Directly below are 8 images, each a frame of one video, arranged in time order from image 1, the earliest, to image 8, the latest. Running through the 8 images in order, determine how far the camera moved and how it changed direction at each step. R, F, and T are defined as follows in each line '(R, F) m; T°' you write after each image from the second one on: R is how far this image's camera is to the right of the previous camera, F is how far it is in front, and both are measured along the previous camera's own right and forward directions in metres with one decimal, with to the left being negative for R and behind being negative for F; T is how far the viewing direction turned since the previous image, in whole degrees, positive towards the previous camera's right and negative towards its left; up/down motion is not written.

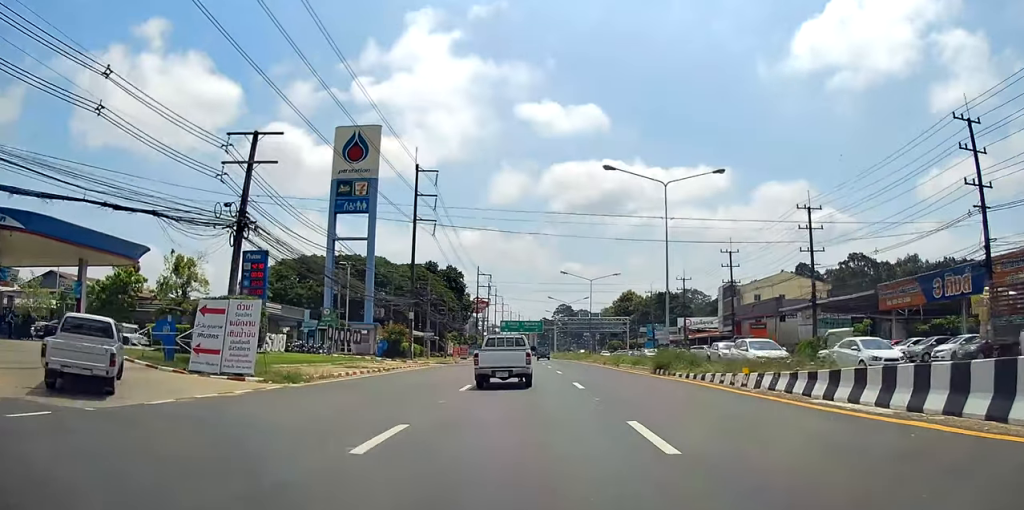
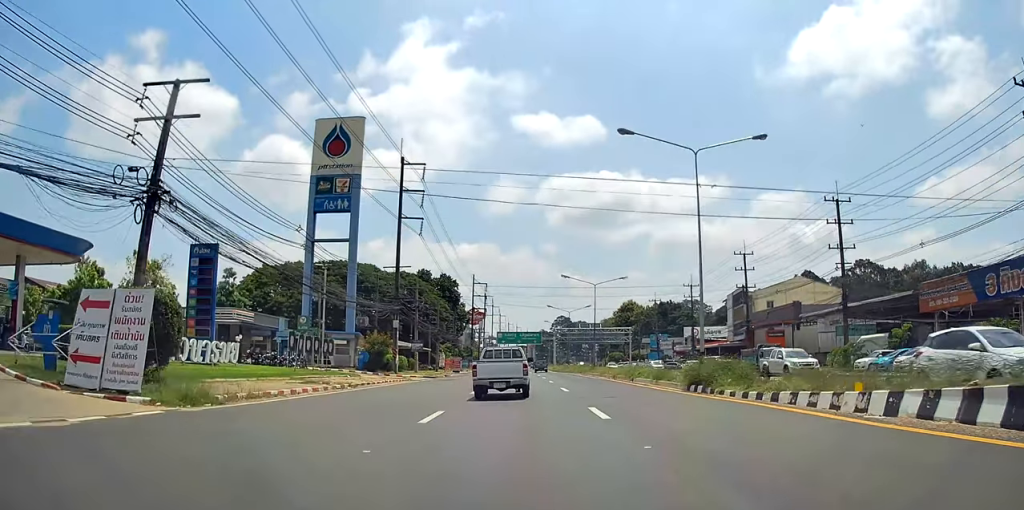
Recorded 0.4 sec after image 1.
(0.0, +6.5) m; 0°
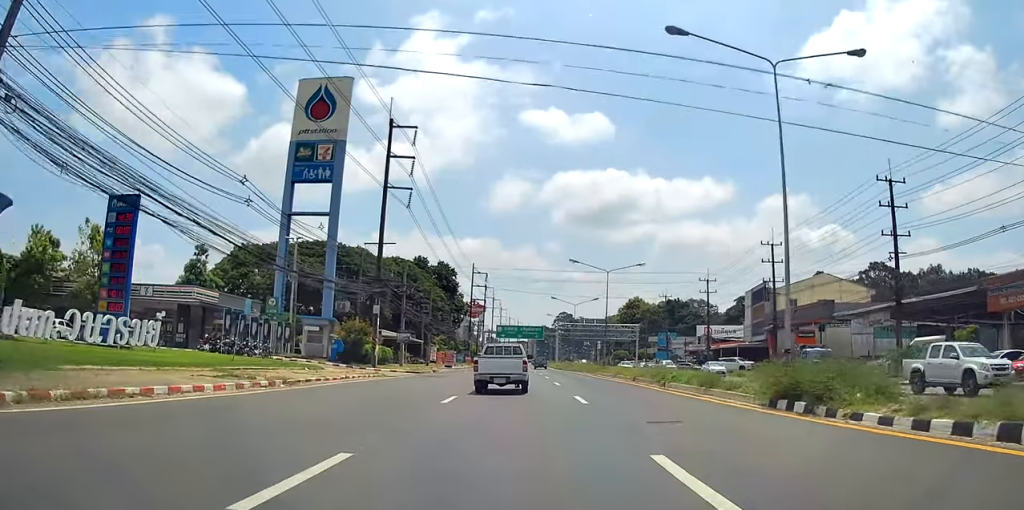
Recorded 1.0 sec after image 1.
(0.0, +7.8) m; 0°
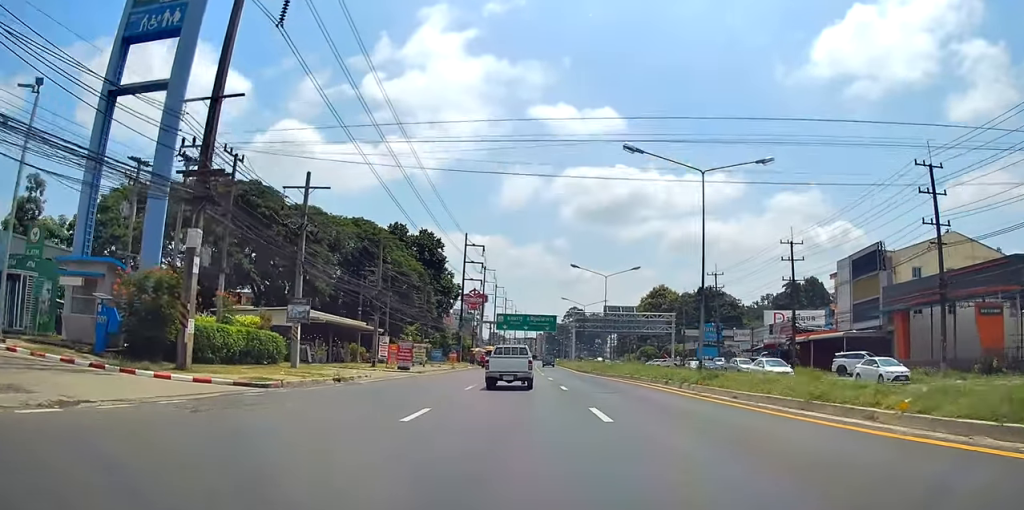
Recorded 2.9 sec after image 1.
(+0.3, +29.2) m; 0°
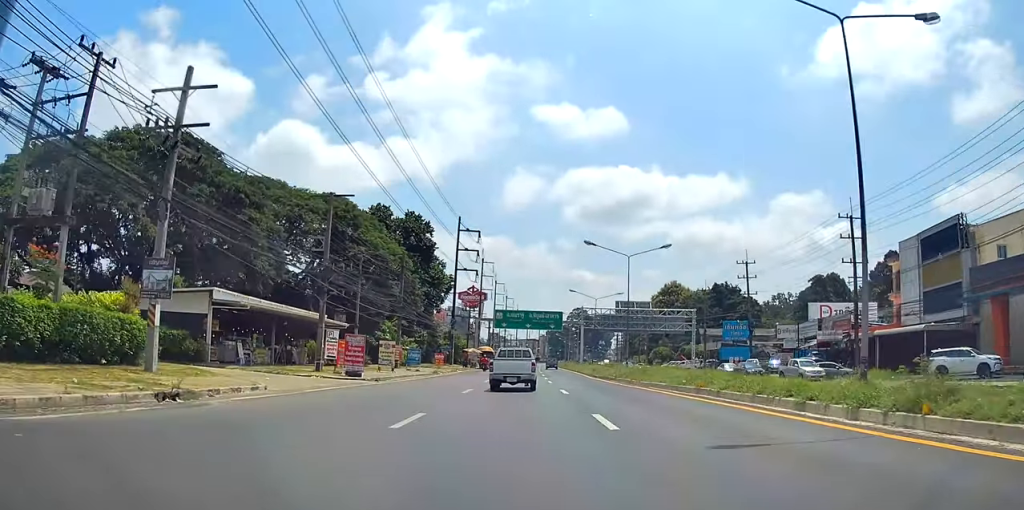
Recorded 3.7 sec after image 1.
(-0.2, +13.1) m; -2°
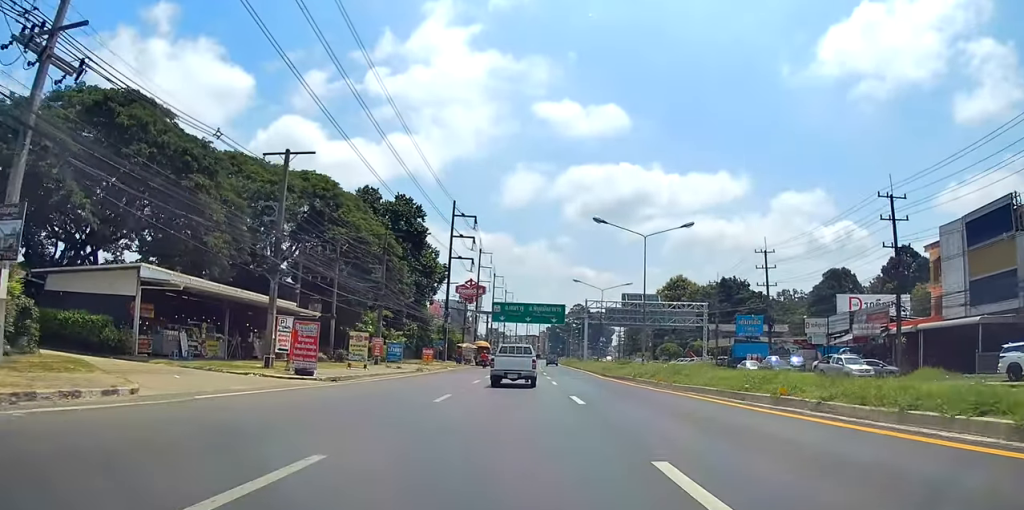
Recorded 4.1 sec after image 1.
(-0.1, +6.8) m; 0°
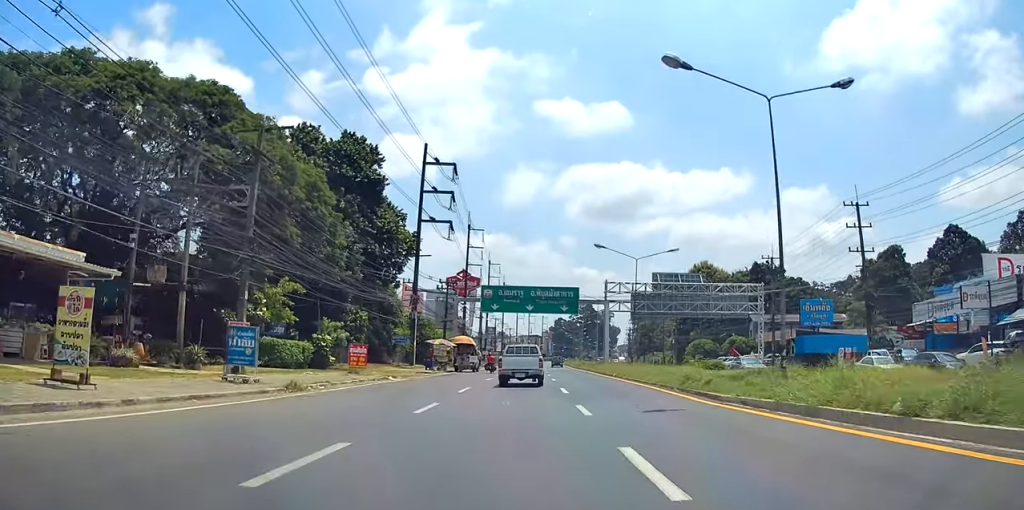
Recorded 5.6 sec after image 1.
(+0.1, +22.9) m; +1°
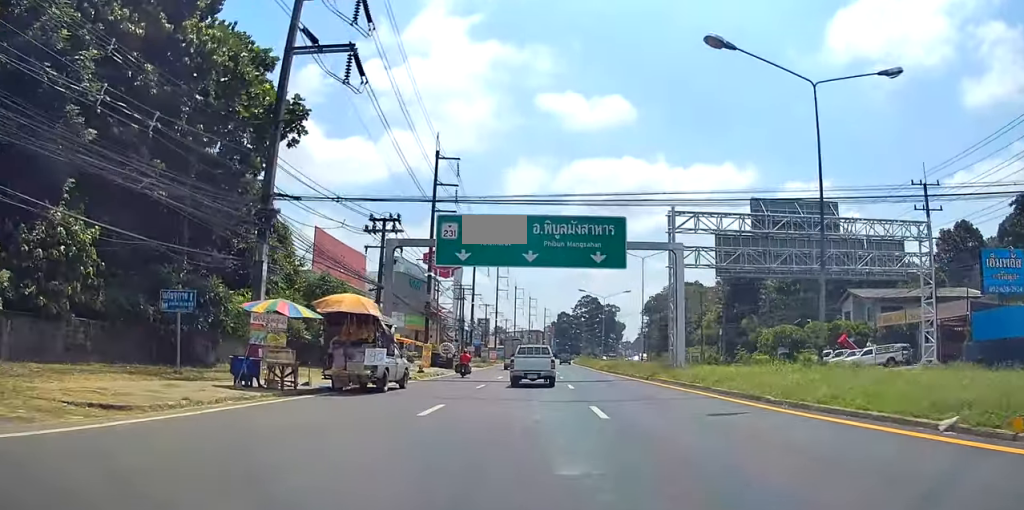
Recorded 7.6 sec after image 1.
(-0.2, +33.6) m; -1°
